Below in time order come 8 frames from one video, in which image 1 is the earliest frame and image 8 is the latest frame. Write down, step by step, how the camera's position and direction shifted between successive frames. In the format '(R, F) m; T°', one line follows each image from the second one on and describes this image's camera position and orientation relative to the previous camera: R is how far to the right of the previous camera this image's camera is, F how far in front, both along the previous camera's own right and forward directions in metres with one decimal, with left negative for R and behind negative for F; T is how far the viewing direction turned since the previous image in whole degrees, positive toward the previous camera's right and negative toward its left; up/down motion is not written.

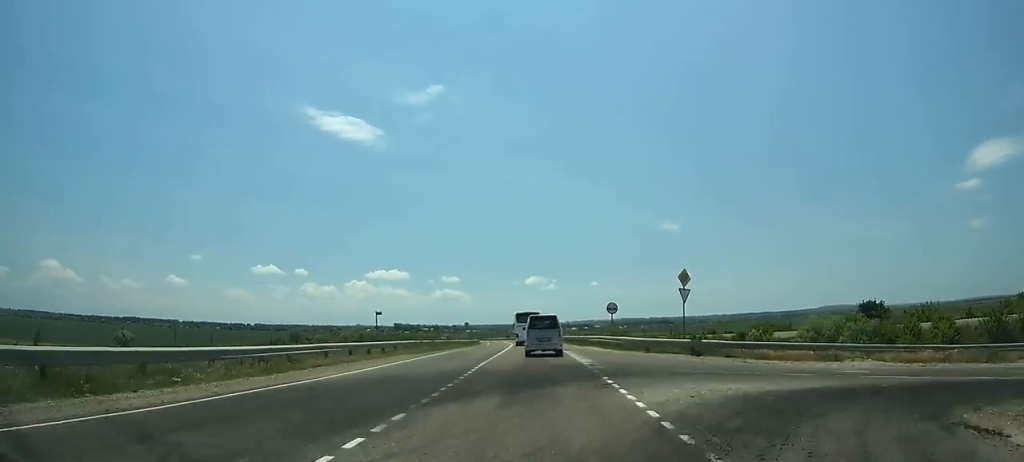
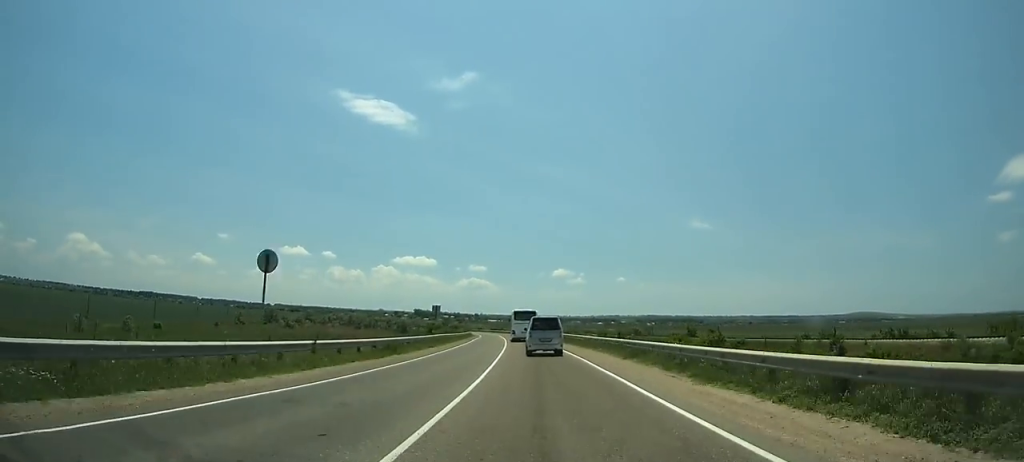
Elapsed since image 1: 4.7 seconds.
(-4.6, +67.7) m; -5°
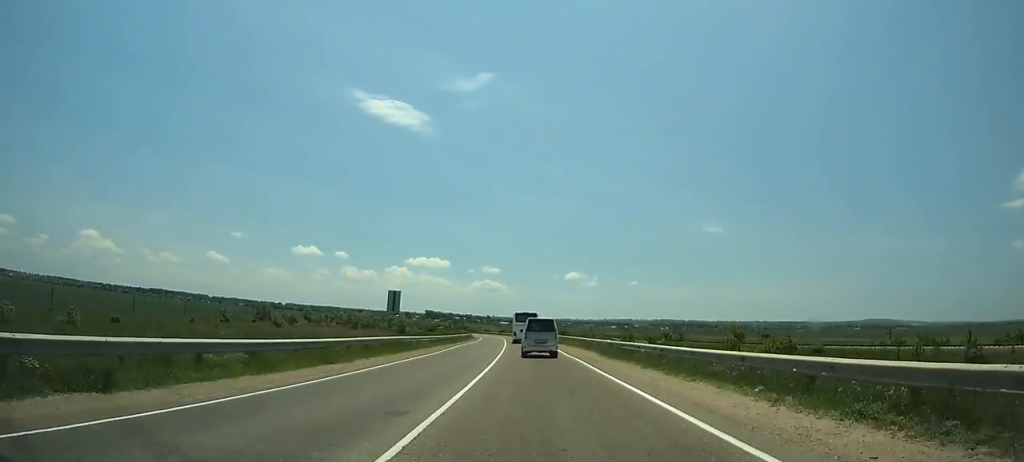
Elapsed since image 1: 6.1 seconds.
(0.0, +22.1) m; -1°
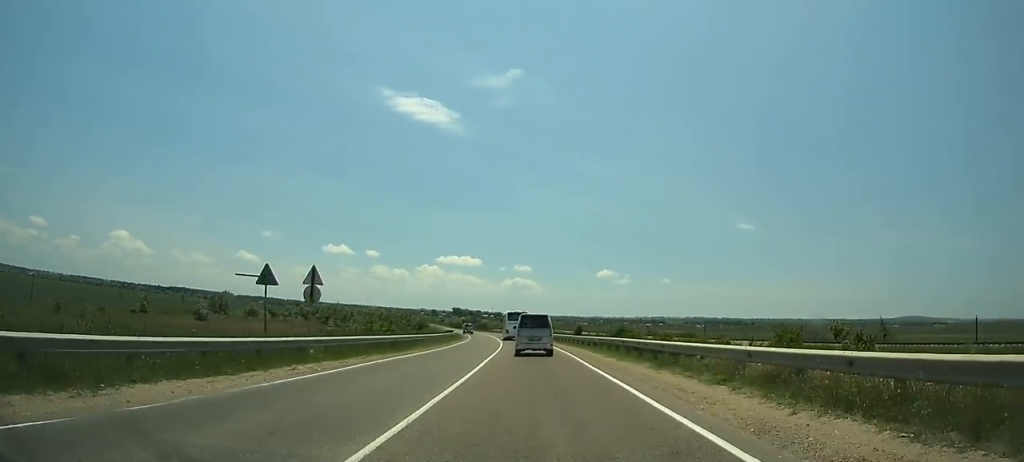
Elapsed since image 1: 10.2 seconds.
(-1.8, +68.0) m; -2°
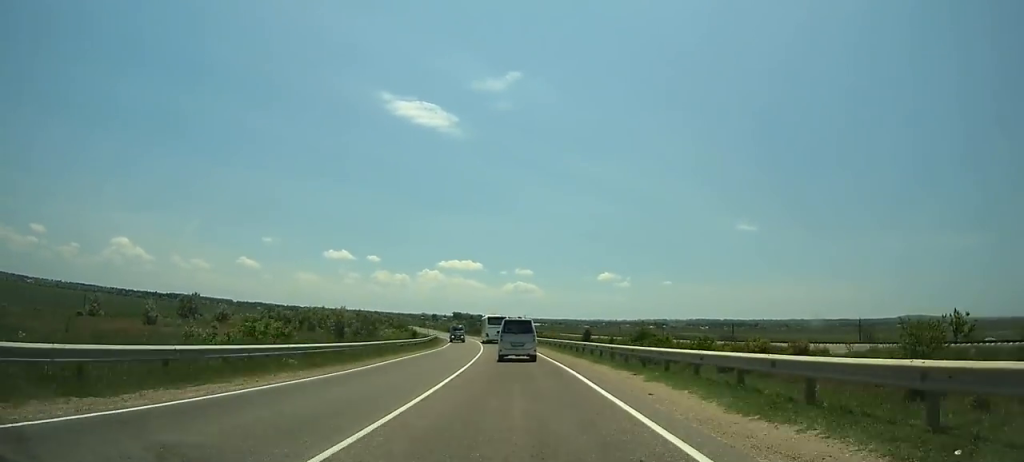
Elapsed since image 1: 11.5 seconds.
(+0.1, +22.8) m; -1°
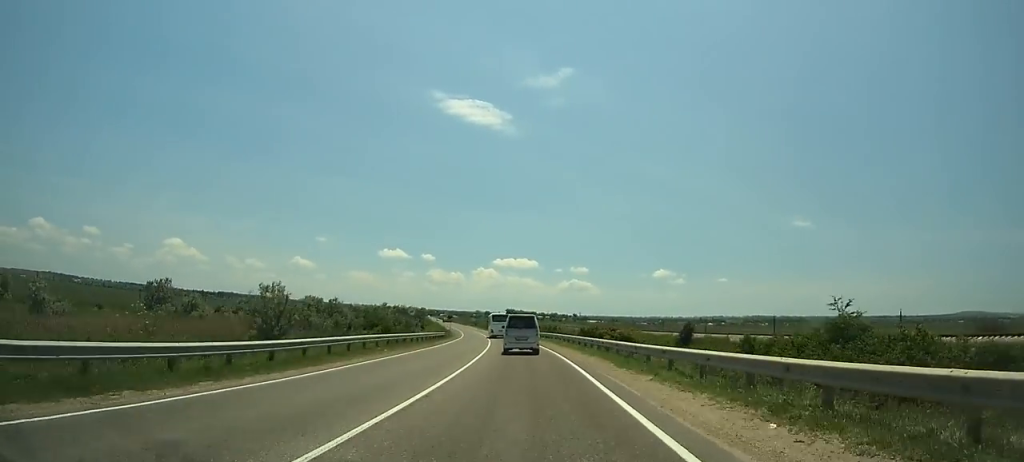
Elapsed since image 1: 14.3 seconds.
(-1.2, +49.7) m; -4°
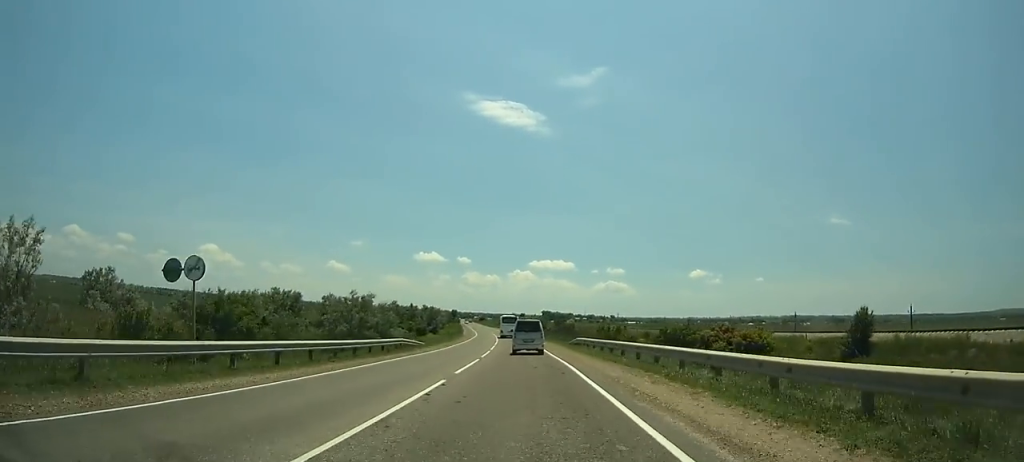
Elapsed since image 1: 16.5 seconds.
(-1.2, +40.2) m; -3°
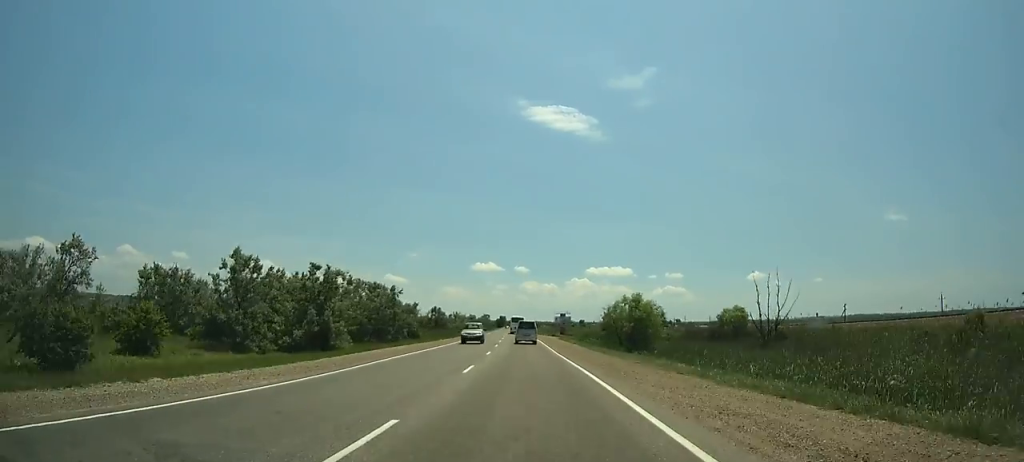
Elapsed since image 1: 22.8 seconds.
(-7.7, +120.6) m; -6°
